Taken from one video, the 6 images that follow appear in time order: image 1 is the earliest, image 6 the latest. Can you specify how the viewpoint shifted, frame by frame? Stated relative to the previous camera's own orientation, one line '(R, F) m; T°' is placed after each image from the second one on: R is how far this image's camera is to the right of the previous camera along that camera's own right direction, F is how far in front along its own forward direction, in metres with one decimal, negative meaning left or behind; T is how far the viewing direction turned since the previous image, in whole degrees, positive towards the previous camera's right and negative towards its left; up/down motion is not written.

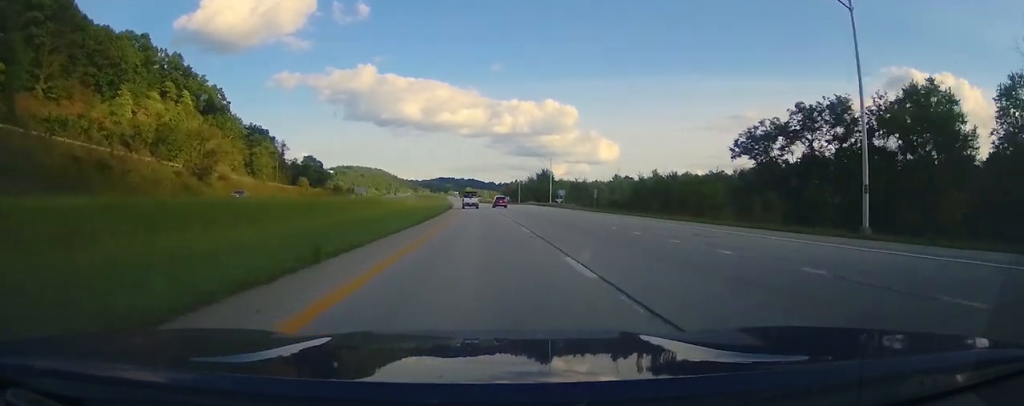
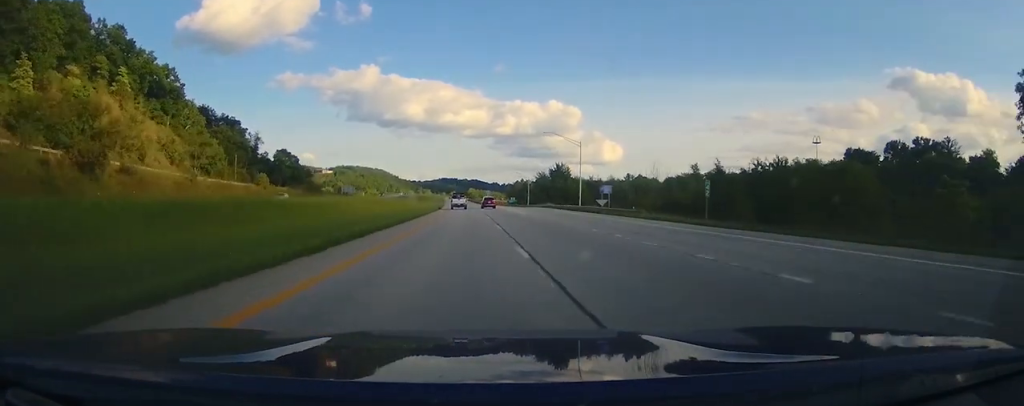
(-0.4, +33.5) m; -1°
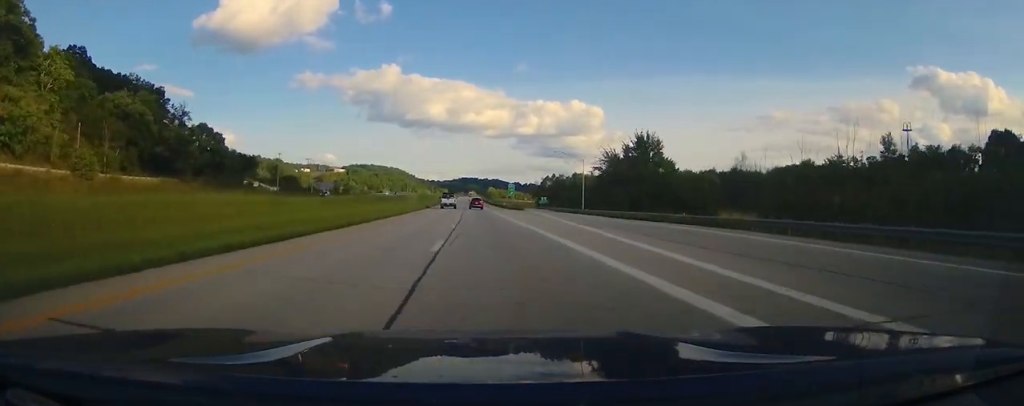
(-2.2, +71.4) m; -3°
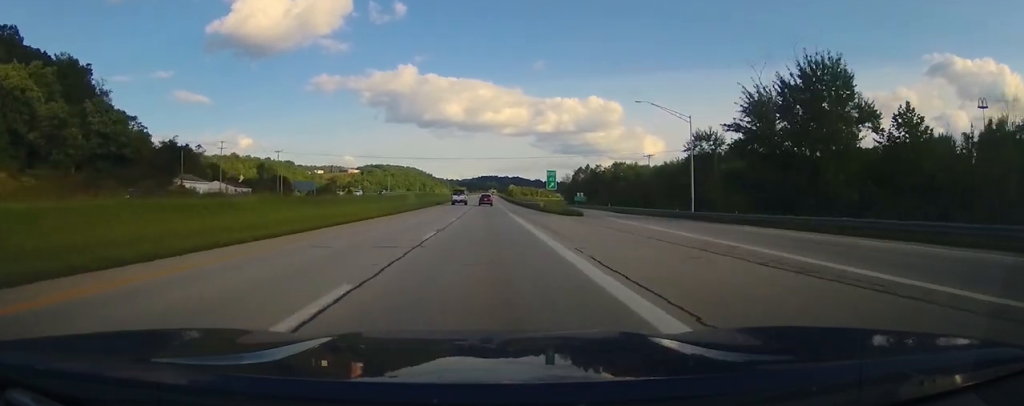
(-0.1, +45.9) m; 0°
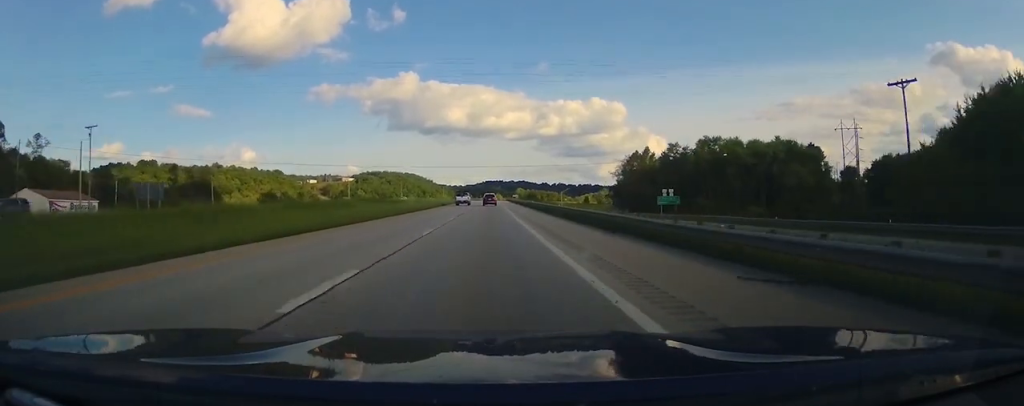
(0.0, +83.6) m; 0°
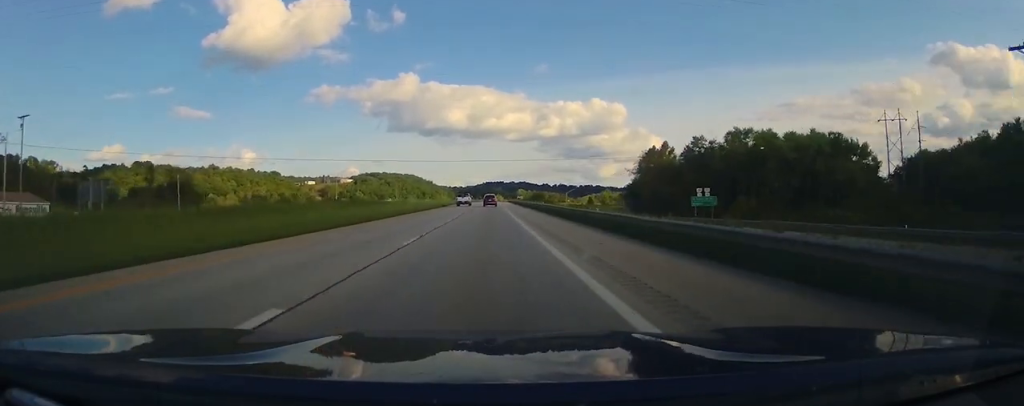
(0.0, +15.5) m; 0°
